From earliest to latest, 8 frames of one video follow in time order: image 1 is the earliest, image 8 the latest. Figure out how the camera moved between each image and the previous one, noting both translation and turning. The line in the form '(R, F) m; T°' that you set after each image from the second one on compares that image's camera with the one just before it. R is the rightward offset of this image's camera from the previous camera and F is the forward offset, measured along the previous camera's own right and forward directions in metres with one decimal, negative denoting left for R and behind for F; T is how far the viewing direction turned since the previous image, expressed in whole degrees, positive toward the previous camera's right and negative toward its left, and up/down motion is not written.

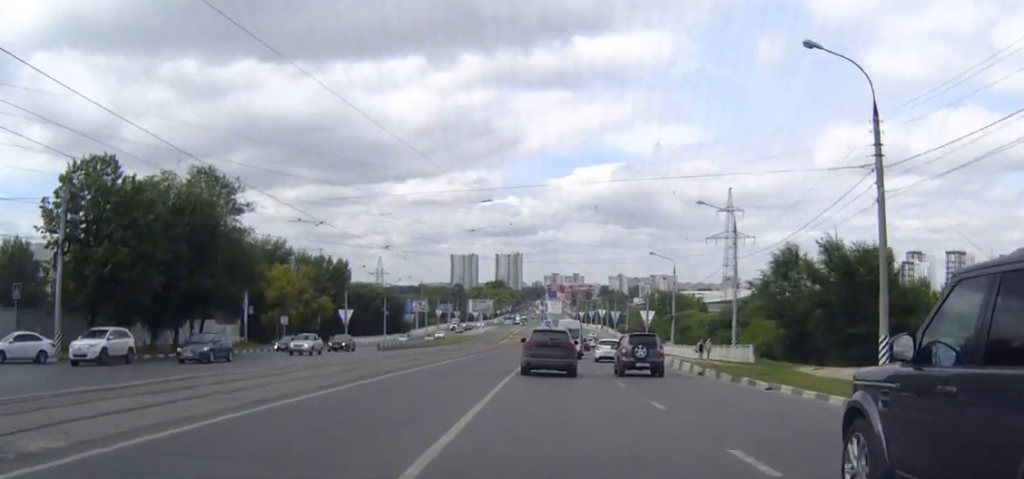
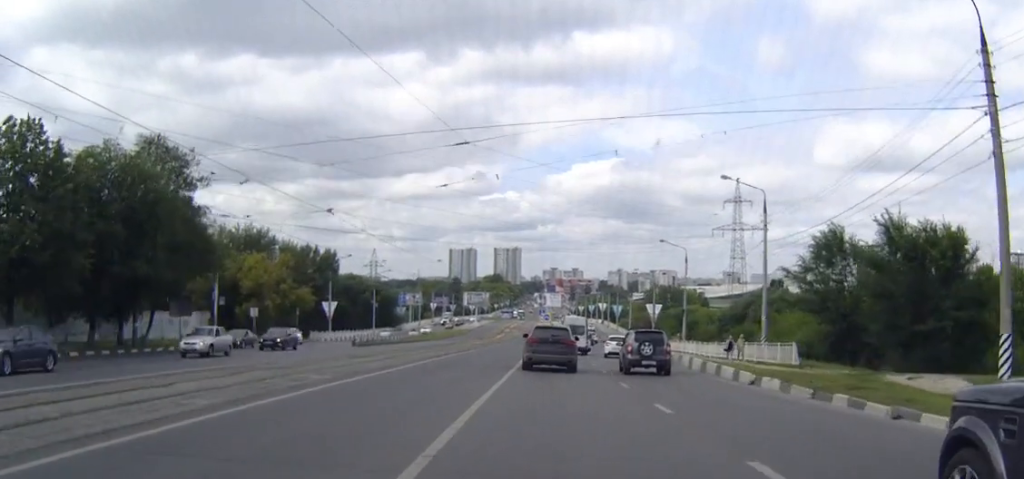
(0.0, +9.1) m; 0°
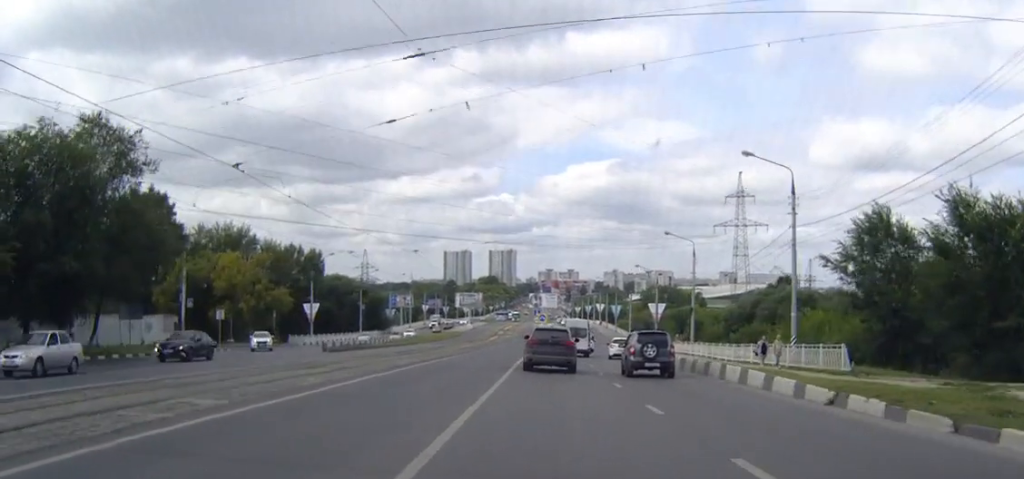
(0.0, +7.6) m; 0°
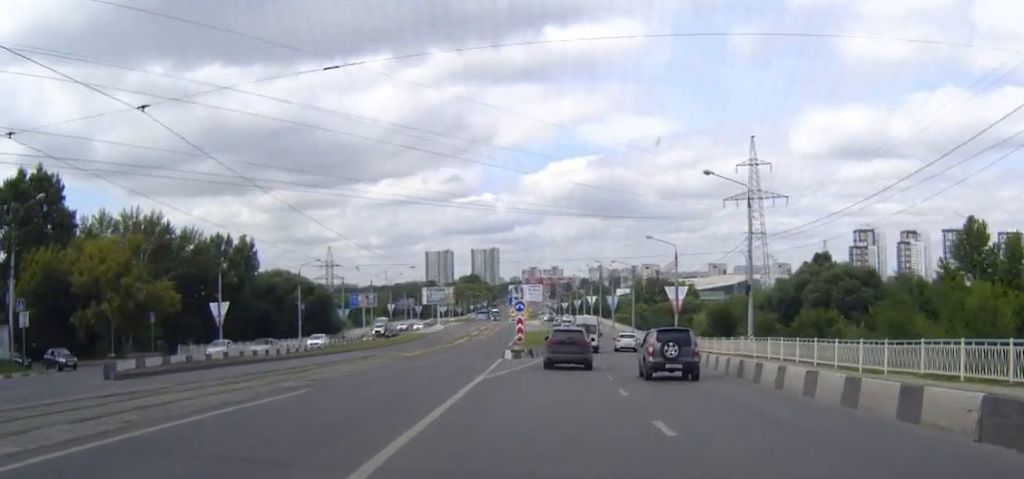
(+0.2, +28.4) m; +1°
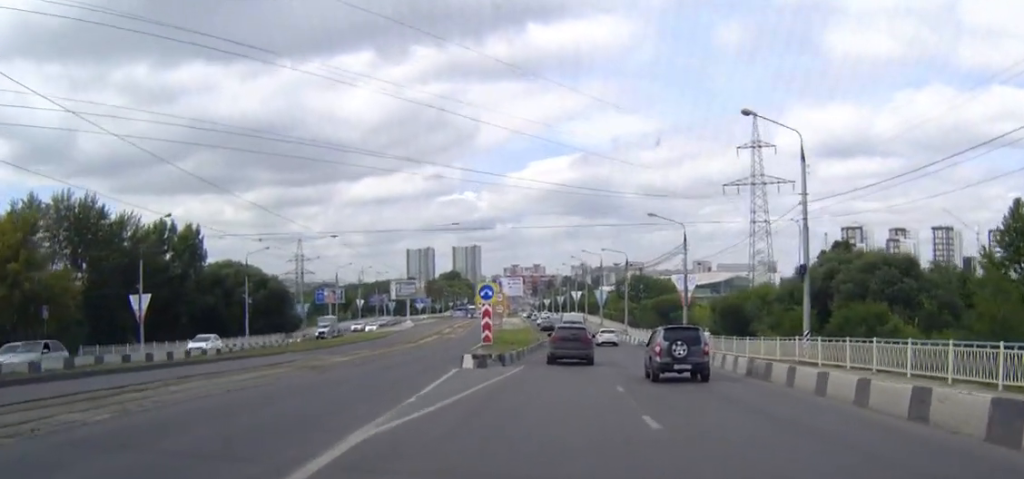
(0.0, +15.4) m; +1°
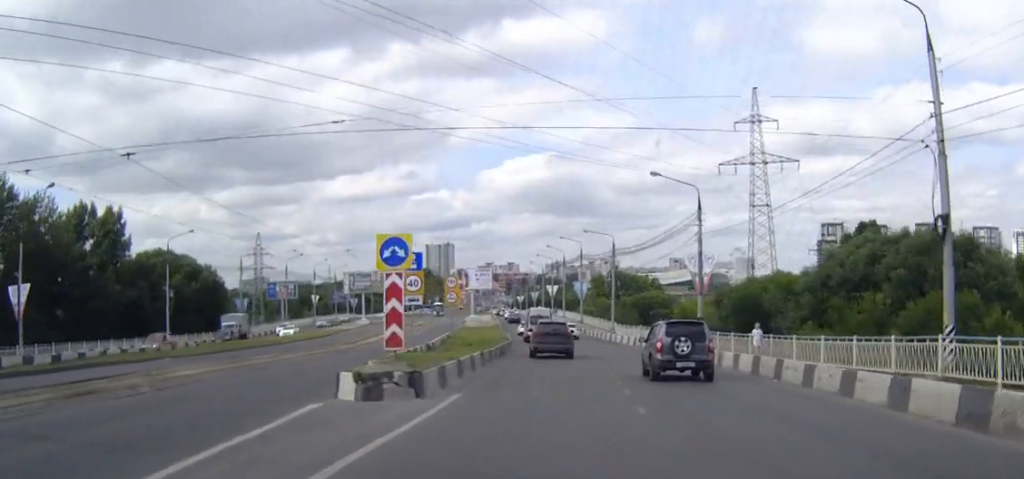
(+0.3, +16.6) m; +2°
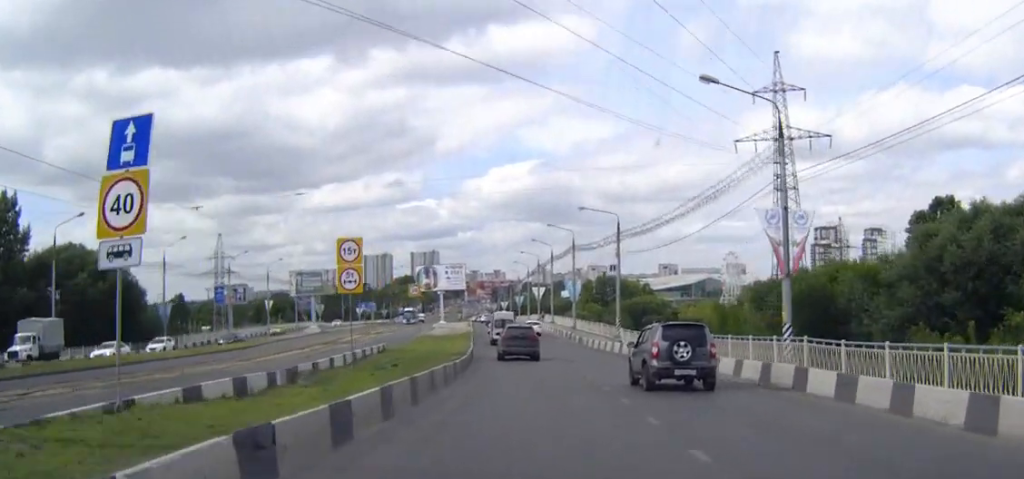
(+0.3, +20.9) m; +1°
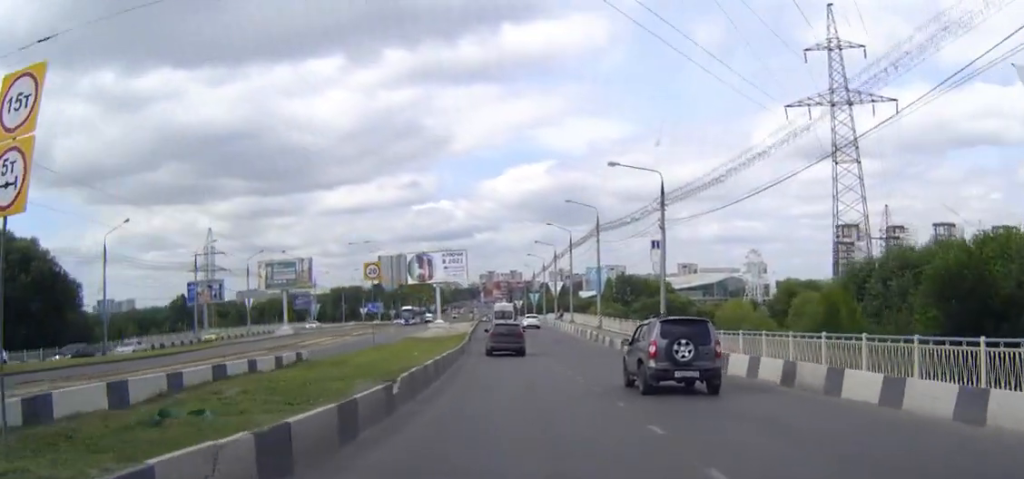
(0.0, +17.4) m; -1°
